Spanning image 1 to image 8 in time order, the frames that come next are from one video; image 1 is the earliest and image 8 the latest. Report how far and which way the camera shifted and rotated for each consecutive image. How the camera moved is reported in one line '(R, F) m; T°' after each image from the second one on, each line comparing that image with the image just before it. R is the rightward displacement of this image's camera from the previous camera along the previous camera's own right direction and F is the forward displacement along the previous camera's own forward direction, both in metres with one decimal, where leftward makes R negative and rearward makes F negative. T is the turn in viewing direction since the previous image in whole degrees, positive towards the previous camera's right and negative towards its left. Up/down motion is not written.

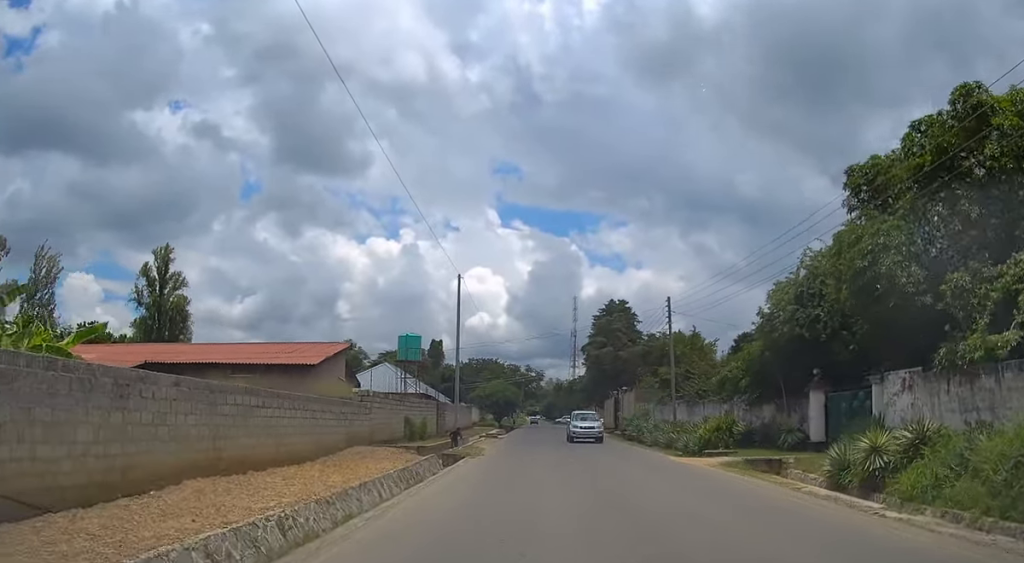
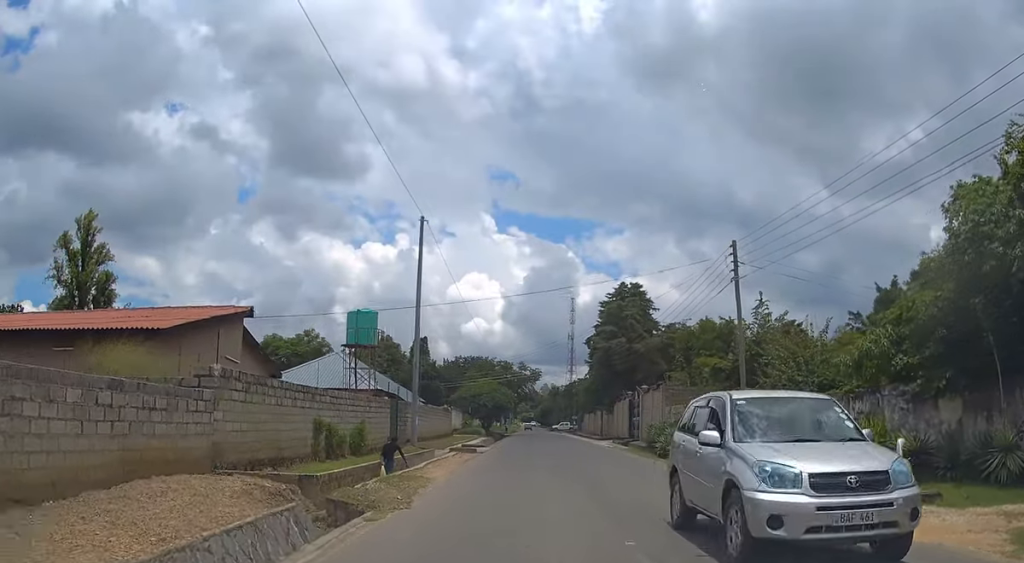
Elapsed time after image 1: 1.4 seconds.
(+0.1, +13.7) m; +1°
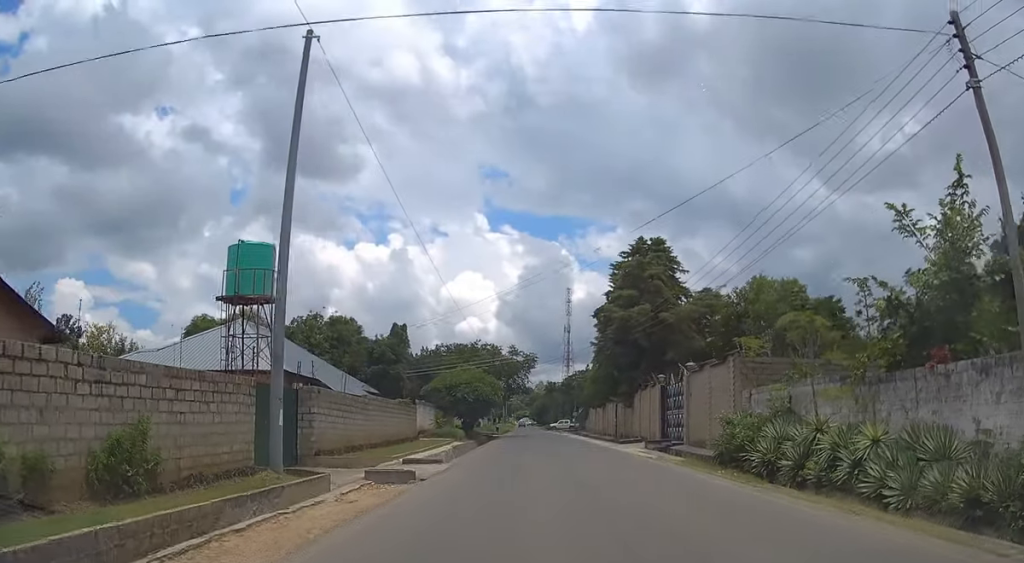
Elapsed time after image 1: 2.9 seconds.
(-0.1, +15.7) m; 0°
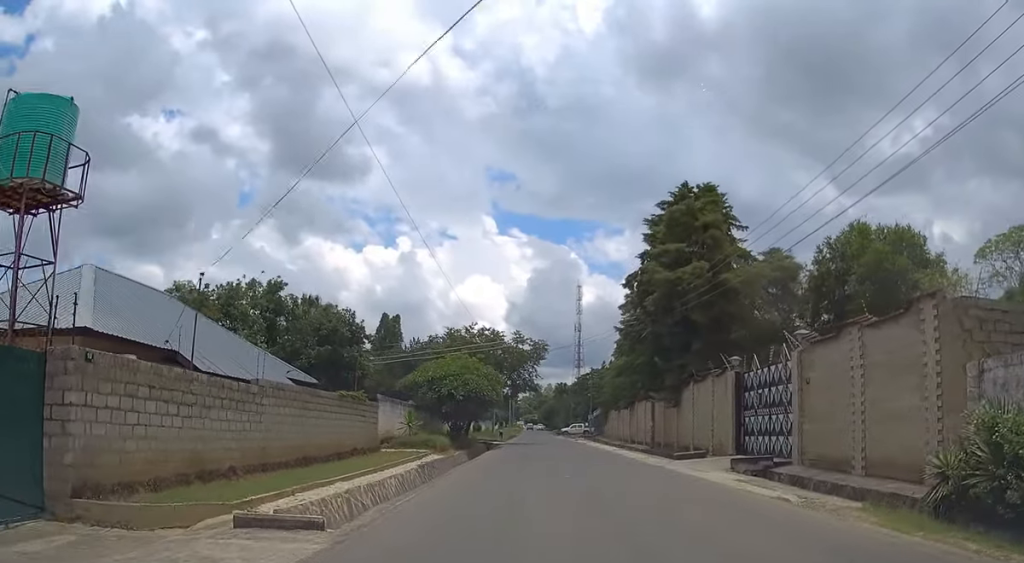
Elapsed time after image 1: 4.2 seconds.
(0.0, +13.2) m; 0°
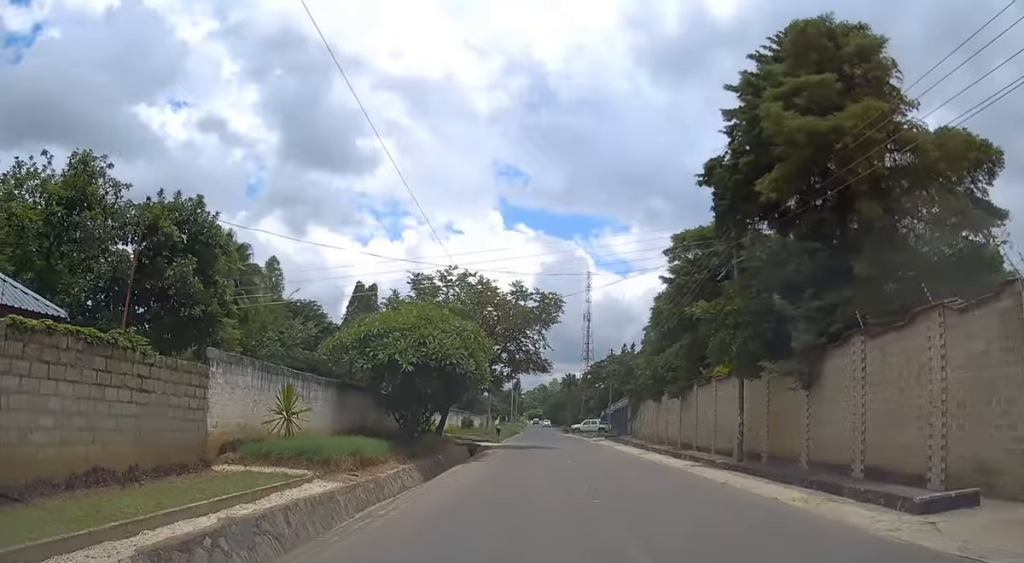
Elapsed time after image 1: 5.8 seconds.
(0.0, +17.2) m; 0°
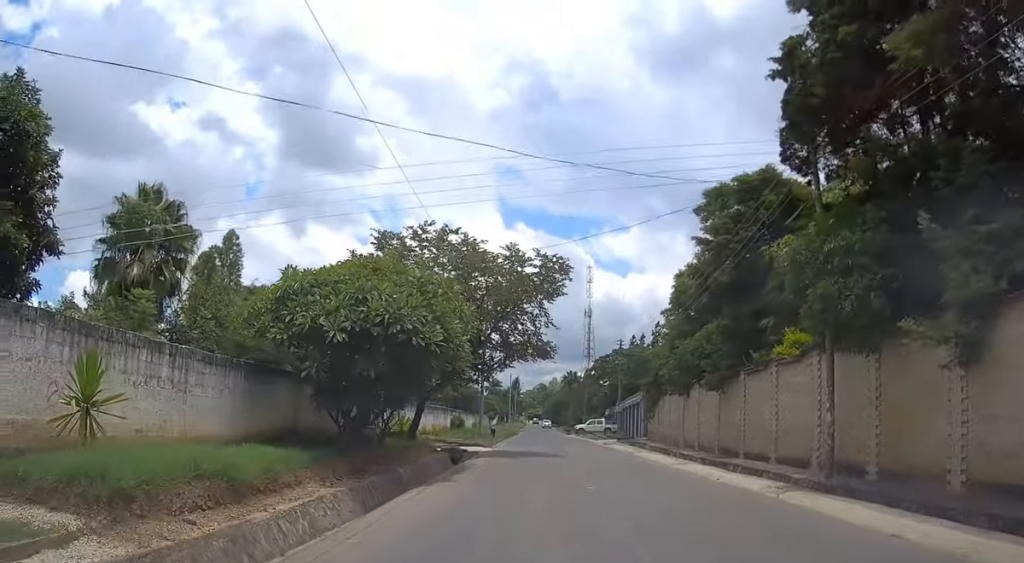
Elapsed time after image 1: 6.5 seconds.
(0.0, +7.7) m; -1°
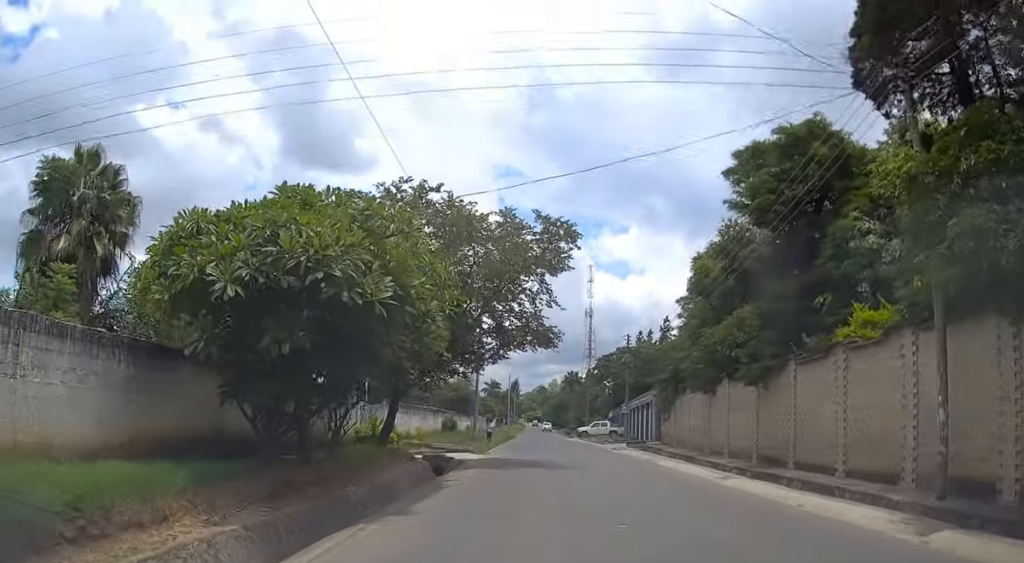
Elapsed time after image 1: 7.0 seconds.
(-0.1, +5.1) m; 0°
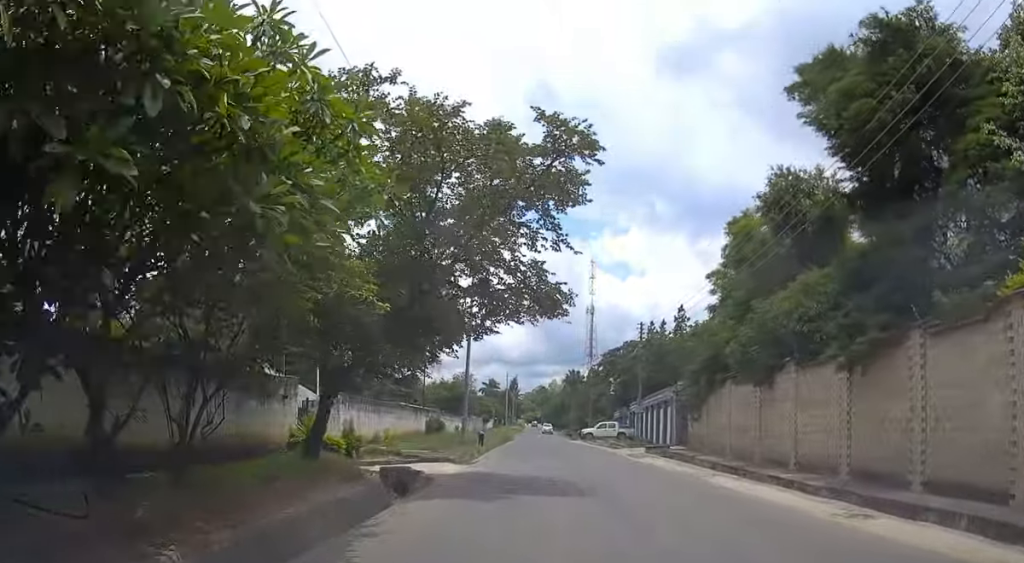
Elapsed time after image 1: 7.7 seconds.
(-0.1, +7.3) m; 0°
